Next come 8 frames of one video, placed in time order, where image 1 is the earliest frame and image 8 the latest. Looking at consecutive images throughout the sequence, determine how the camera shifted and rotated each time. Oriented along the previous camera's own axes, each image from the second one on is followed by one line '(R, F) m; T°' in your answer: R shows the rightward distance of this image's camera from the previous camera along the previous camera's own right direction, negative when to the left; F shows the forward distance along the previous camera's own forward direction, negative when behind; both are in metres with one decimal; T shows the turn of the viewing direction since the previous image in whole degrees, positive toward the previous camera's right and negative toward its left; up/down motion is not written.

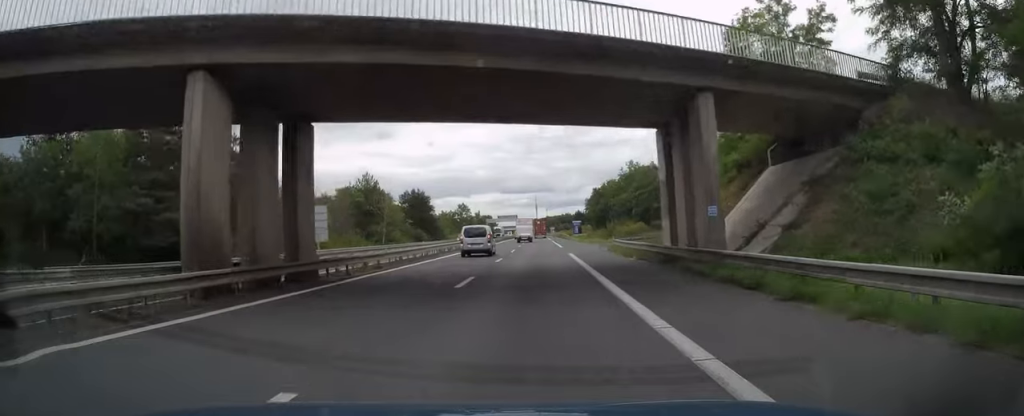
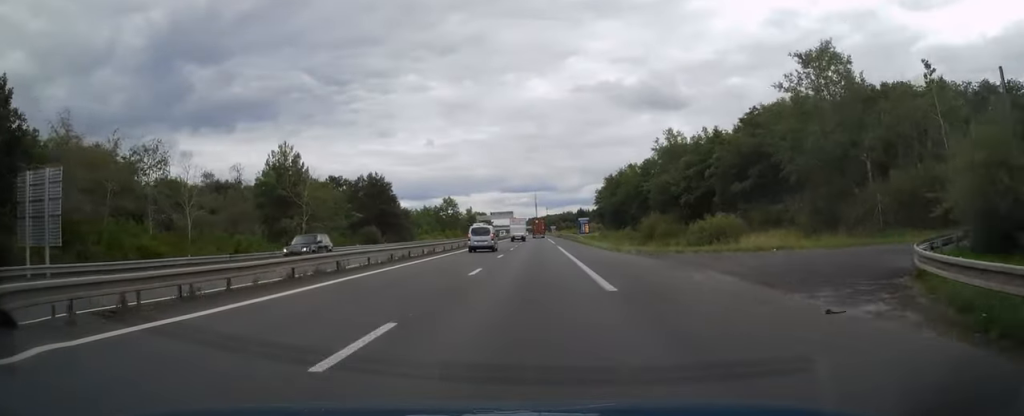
(0.0, +35.0) m; 0°
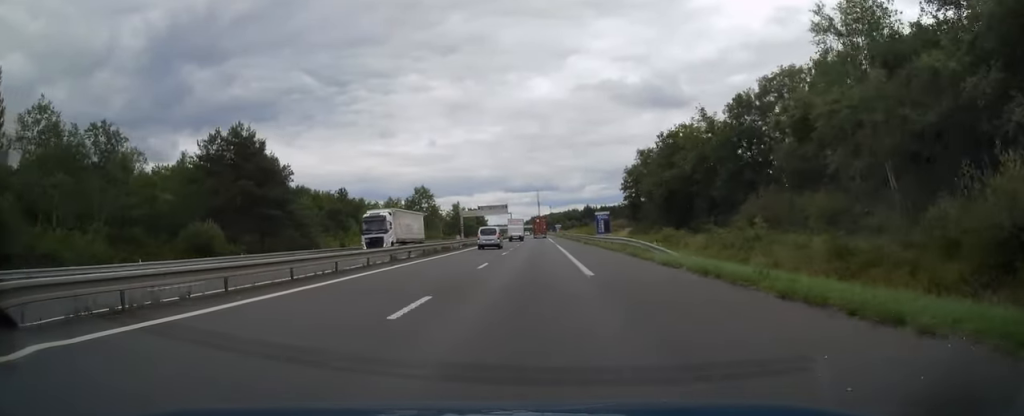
(+0.1, +48.3) m; 0°
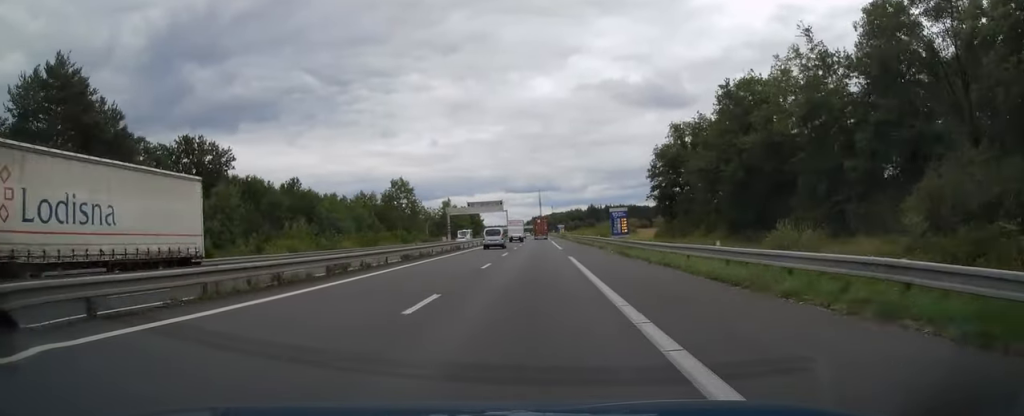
(0.0, +25.2) m; 0°
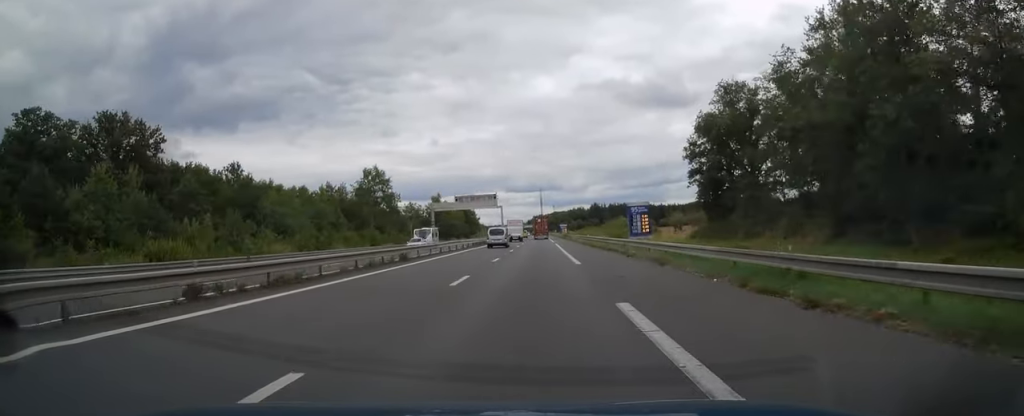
(-0.1, +20.7) m; 0°
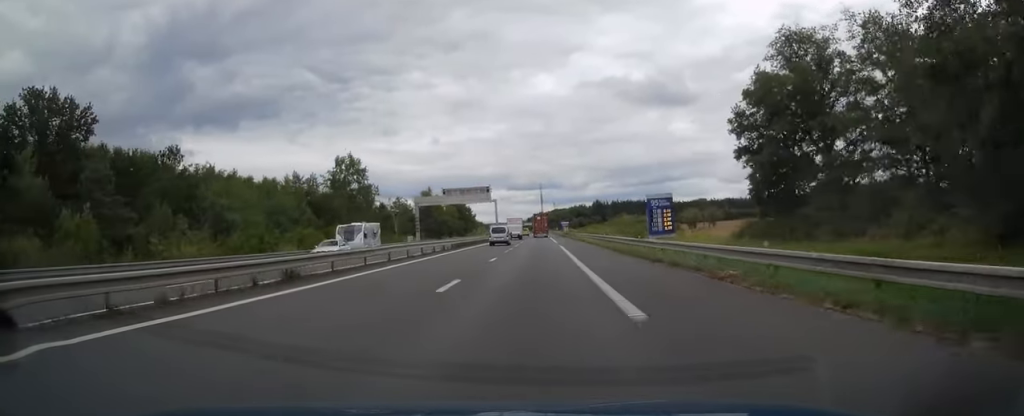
(0.0, +14.8) m; 0°
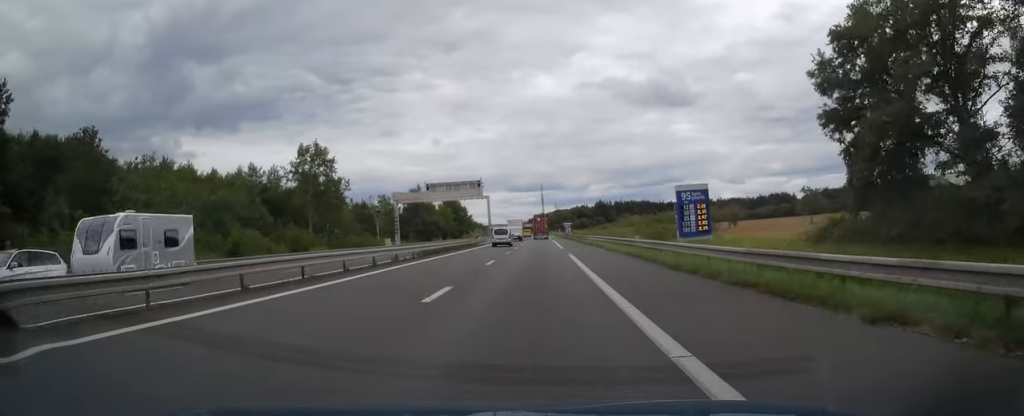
(0.0, +14.8) m; 0°
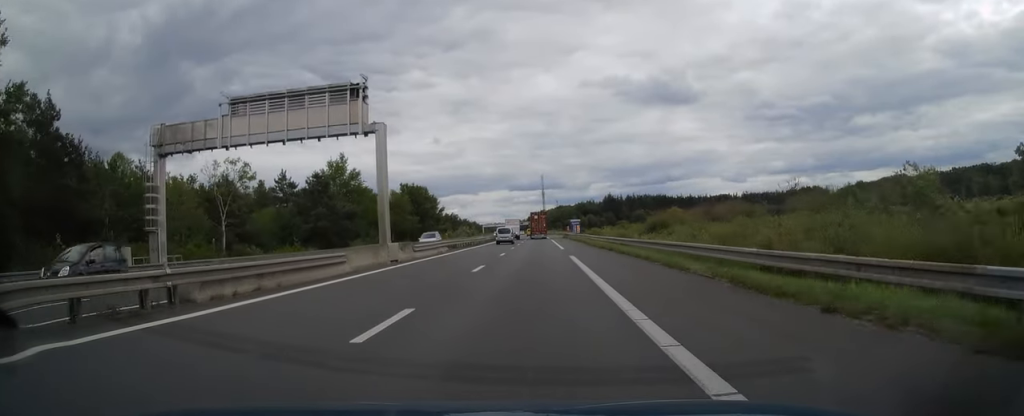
(+0.1, +56.2) m; 0°
